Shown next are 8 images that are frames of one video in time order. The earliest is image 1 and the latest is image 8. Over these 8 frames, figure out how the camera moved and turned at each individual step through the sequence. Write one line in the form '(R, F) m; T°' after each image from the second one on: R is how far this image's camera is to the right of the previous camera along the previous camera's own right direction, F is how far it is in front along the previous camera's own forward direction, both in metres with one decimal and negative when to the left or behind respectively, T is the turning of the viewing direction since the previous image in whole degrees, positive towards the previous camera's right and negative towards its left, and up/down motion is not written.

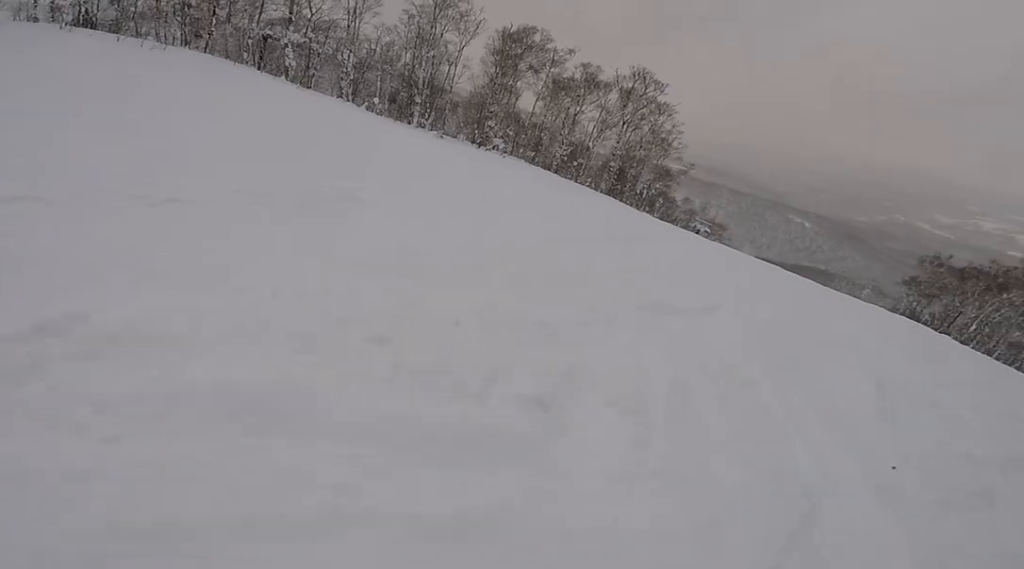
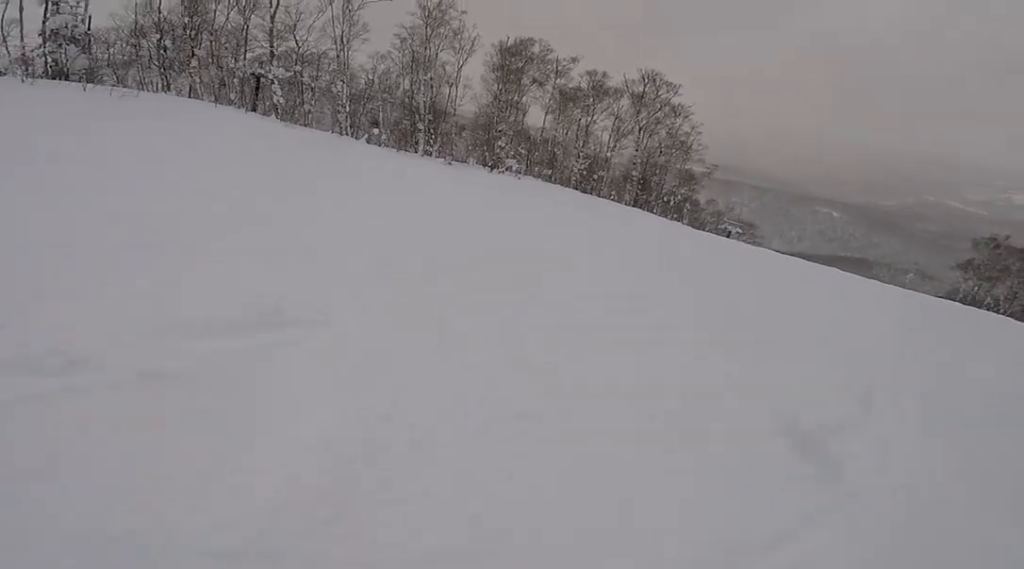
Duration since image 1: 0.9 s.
(0.0, +3.5) m; +8°
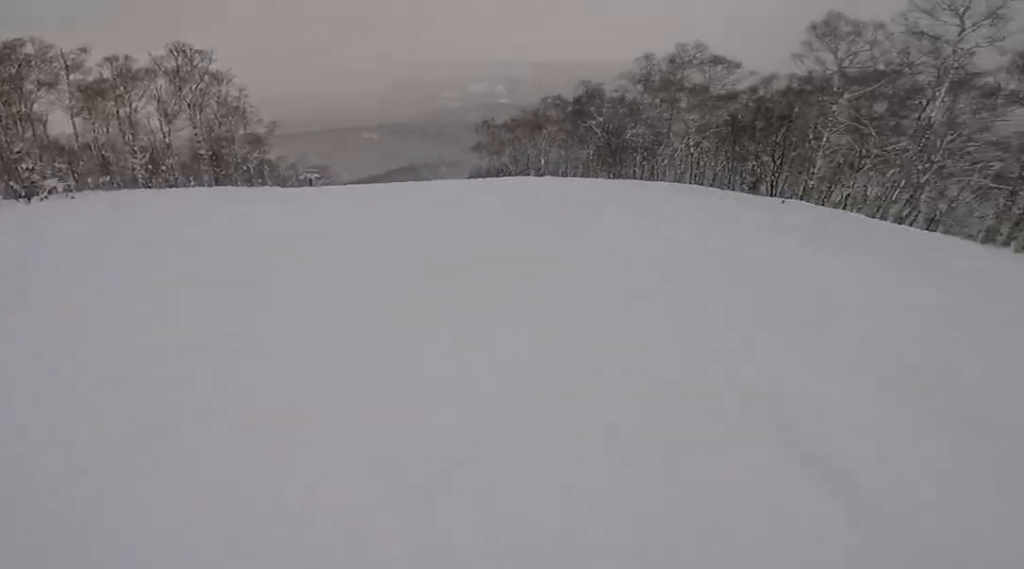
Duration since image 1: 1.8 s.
(+0.3, +3.2) m; +24°
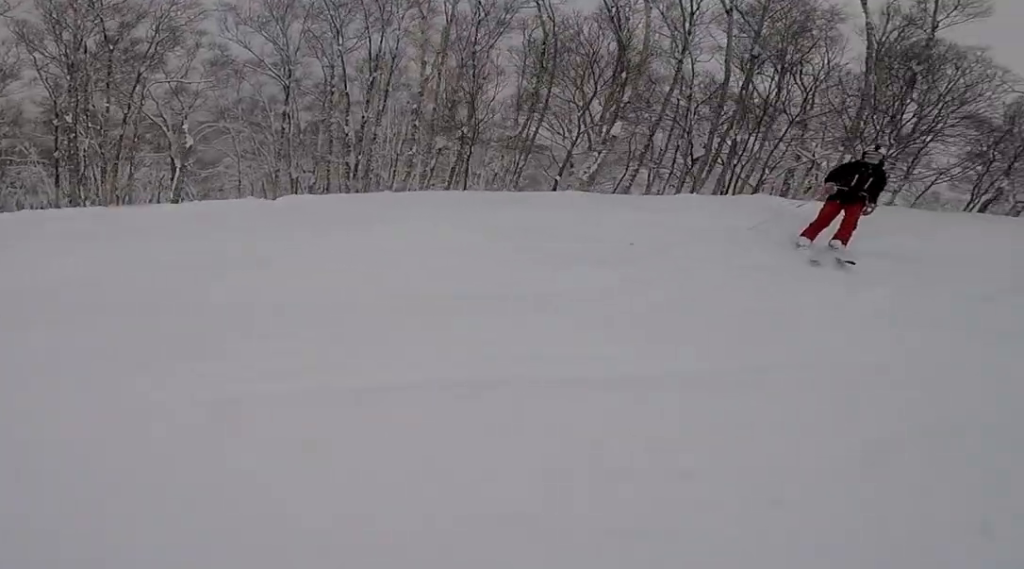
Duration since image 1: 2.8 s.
(+1.3, +3.2) m; +41°
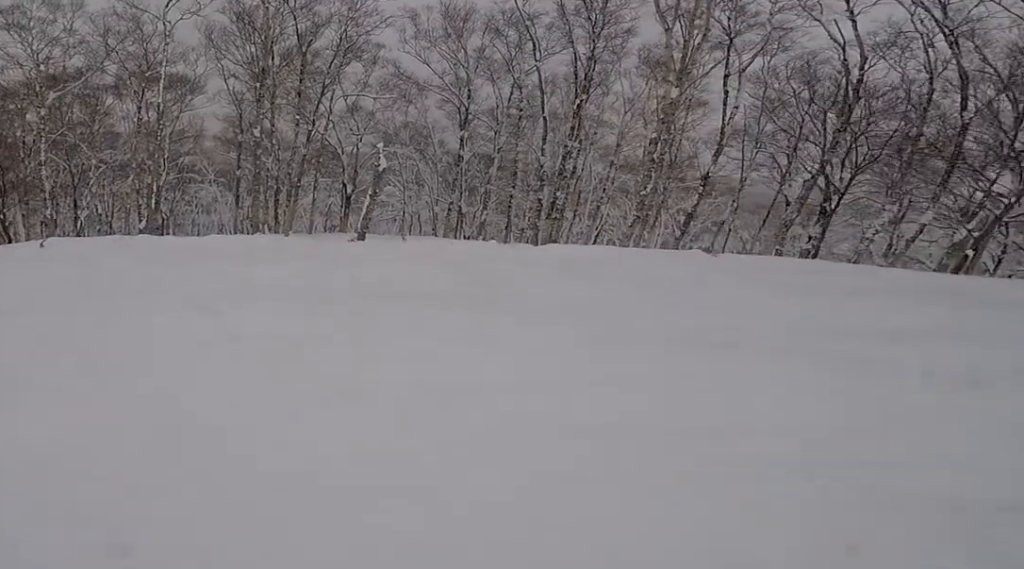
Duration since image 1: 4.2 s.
(+1.4, +4.6) m; +38°
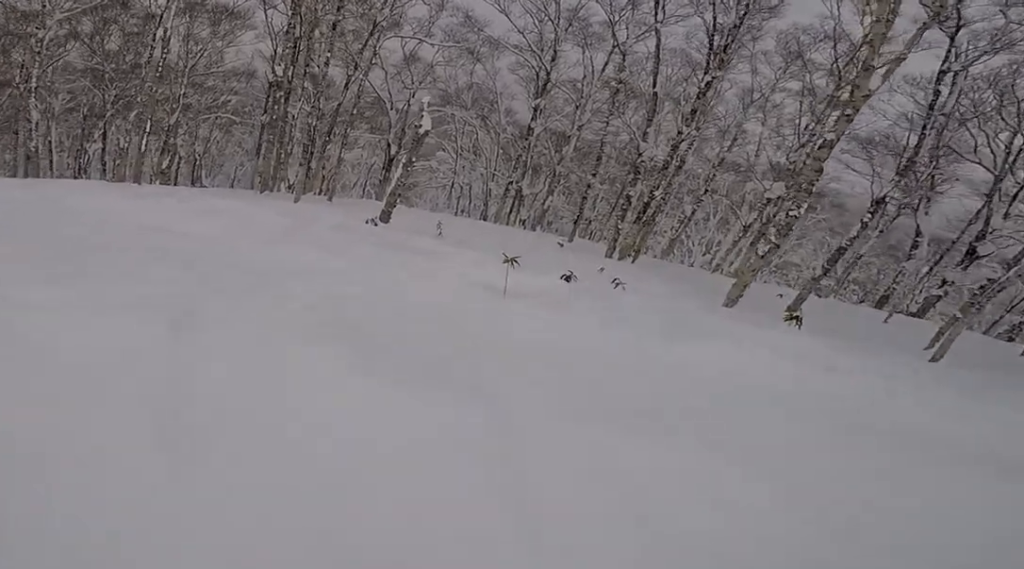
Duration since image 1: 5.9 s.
(+1.3, +4.6) m; -2°
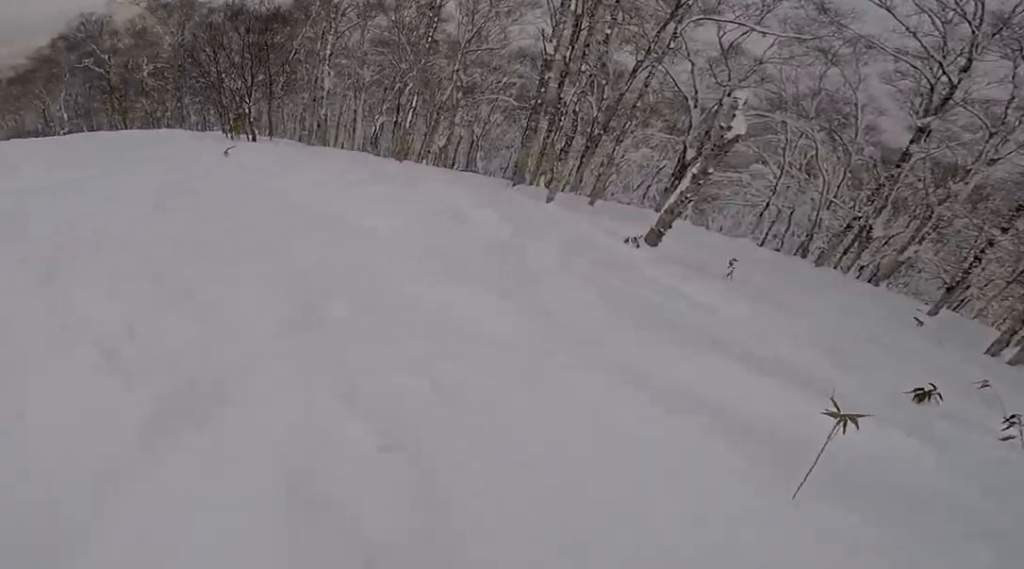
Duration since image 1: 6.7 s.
(-0.6, +2.1) m; -35°
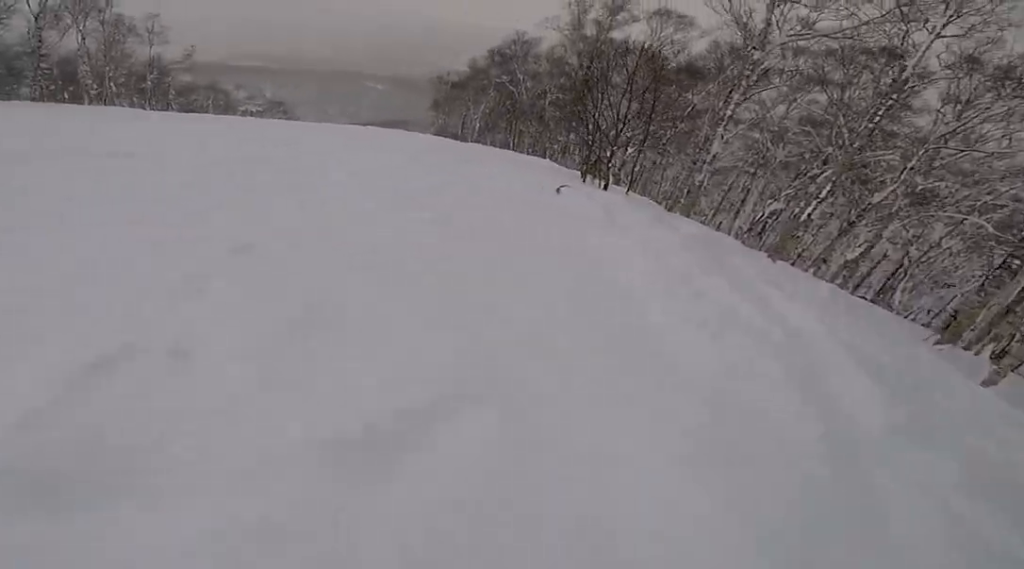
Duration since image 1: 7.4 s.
(+0.1, +1.5) m; -36°
